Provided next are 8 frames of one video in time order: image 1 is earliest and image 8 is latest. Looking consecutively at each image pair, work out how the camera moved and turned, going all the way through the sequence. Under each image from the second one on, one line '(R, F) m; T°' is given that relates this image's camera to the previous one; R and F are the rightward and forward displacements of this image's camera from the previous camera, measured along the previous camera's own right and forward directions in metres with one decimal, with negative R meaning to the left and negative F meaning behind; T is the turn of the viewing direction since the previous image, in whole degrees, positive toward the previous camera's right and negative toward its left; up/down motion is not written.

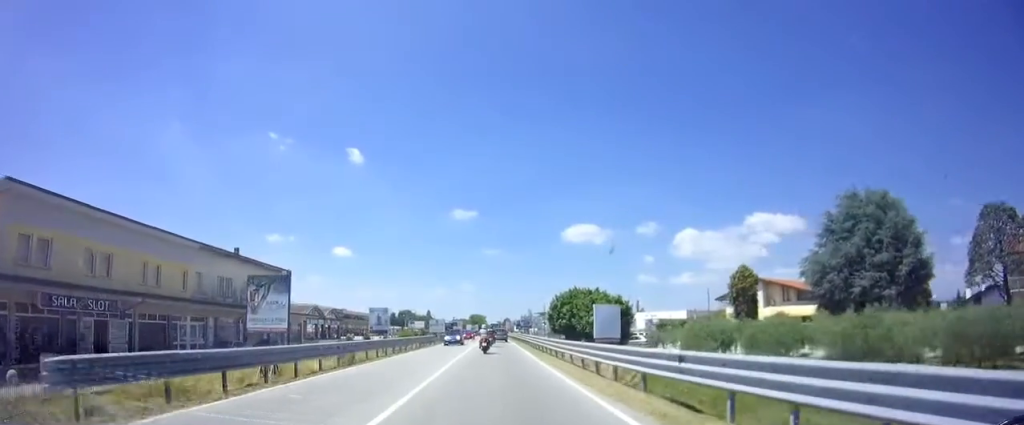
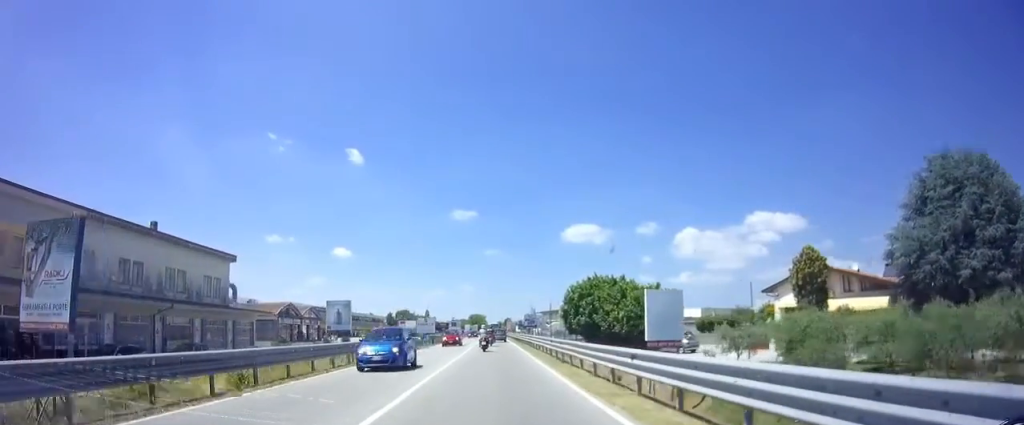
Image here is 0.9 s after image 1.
(-0.1, +12.4) m; -1°
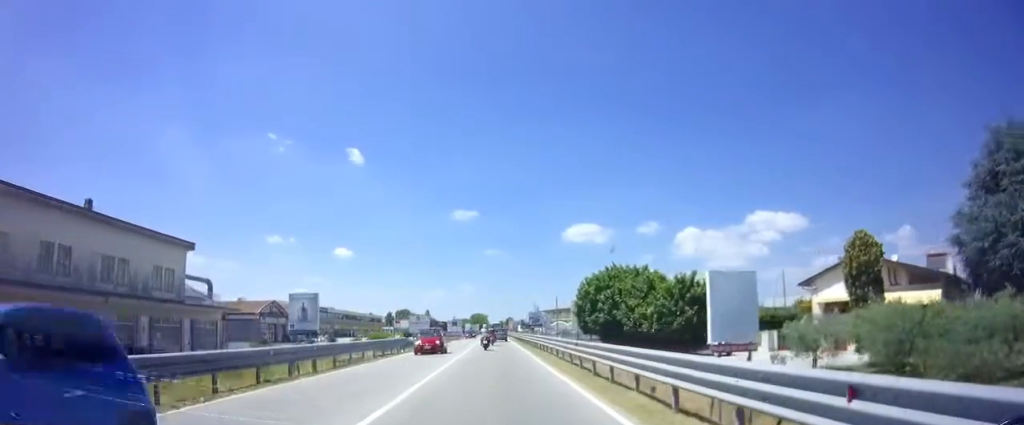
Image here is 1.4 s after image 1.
(-0.1, +6.9) m; 0°
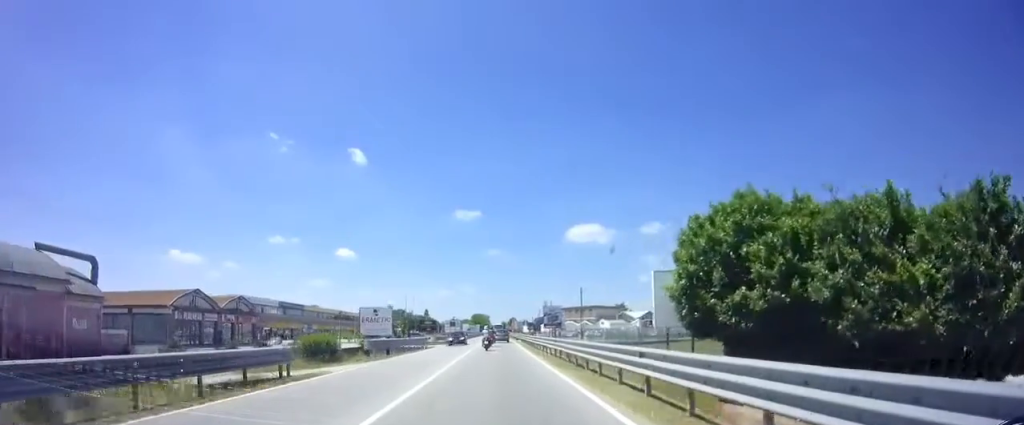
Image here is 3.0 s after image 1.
(+0.1, +21.7) m; +1°
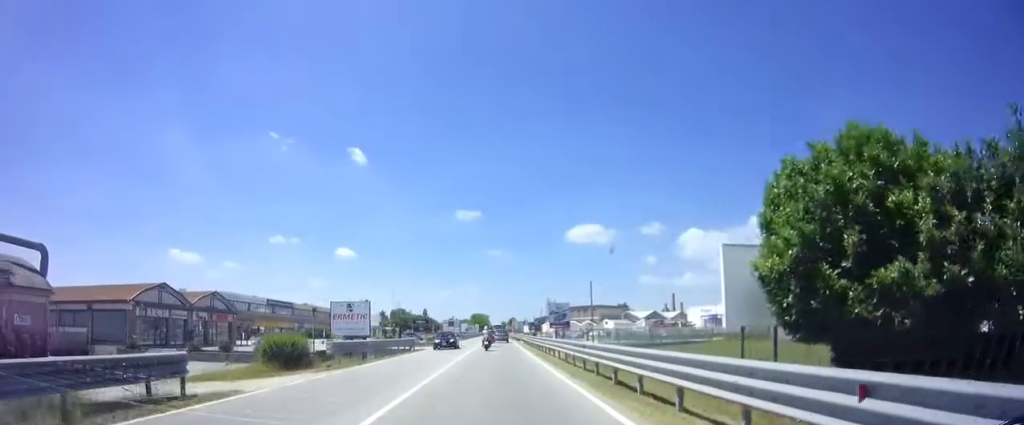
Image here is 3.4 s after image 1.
(0.0, +6.3) m; -1°
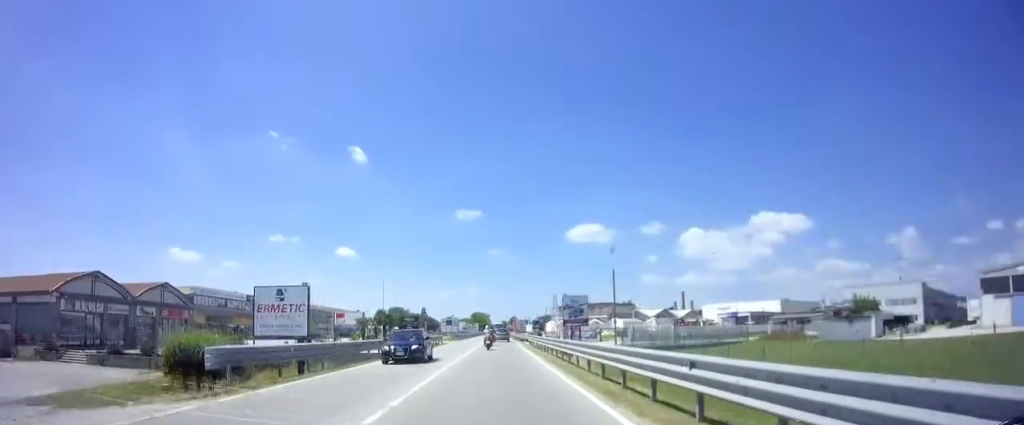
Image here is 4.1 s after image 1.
(0.0, +9.7) m; -1°
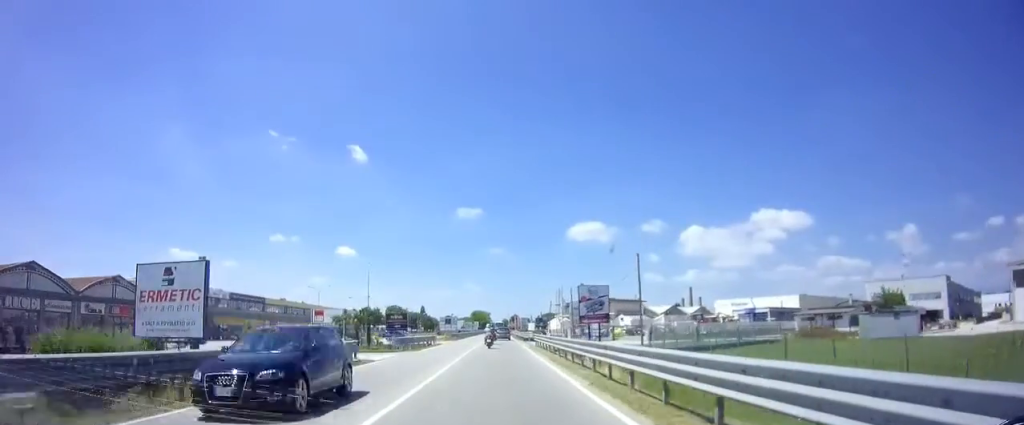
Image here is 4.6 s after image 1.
(-0.2, +7.3) m; 0°
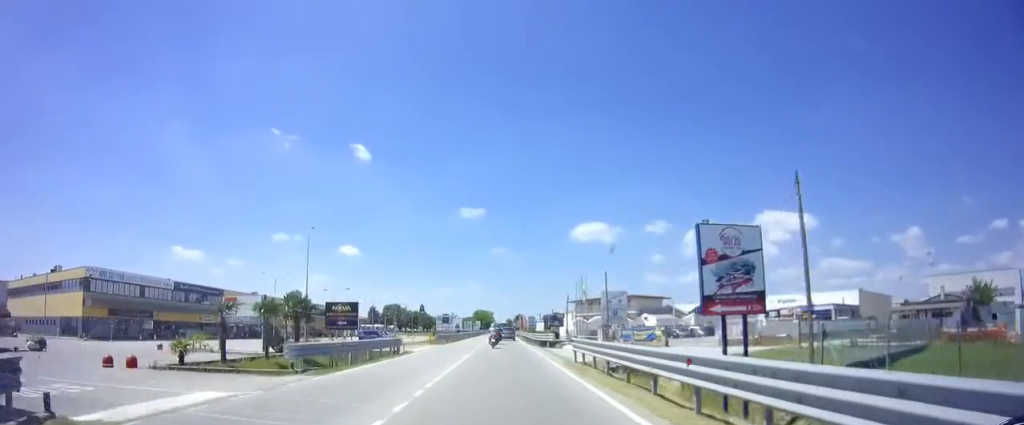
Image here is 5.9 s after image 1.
(+0.1, +19.3) m; +1°
